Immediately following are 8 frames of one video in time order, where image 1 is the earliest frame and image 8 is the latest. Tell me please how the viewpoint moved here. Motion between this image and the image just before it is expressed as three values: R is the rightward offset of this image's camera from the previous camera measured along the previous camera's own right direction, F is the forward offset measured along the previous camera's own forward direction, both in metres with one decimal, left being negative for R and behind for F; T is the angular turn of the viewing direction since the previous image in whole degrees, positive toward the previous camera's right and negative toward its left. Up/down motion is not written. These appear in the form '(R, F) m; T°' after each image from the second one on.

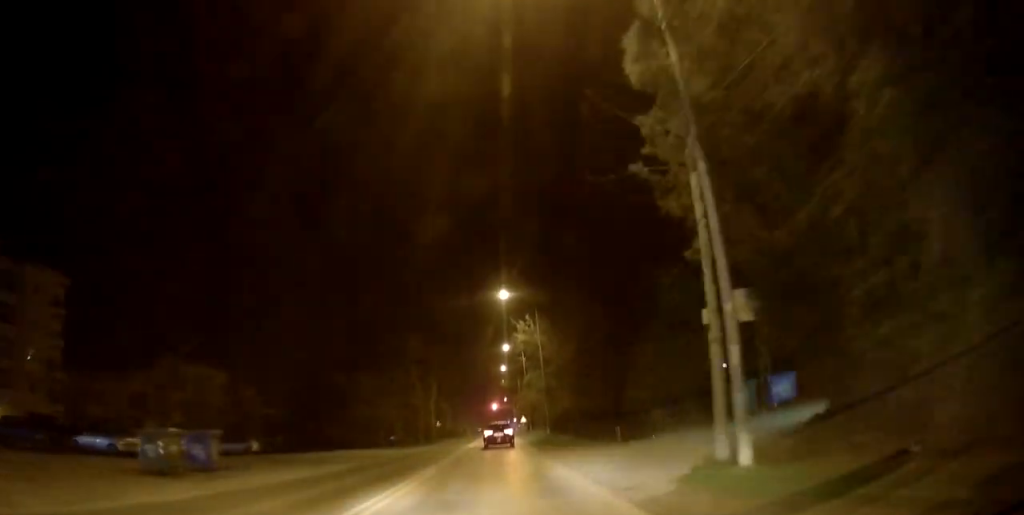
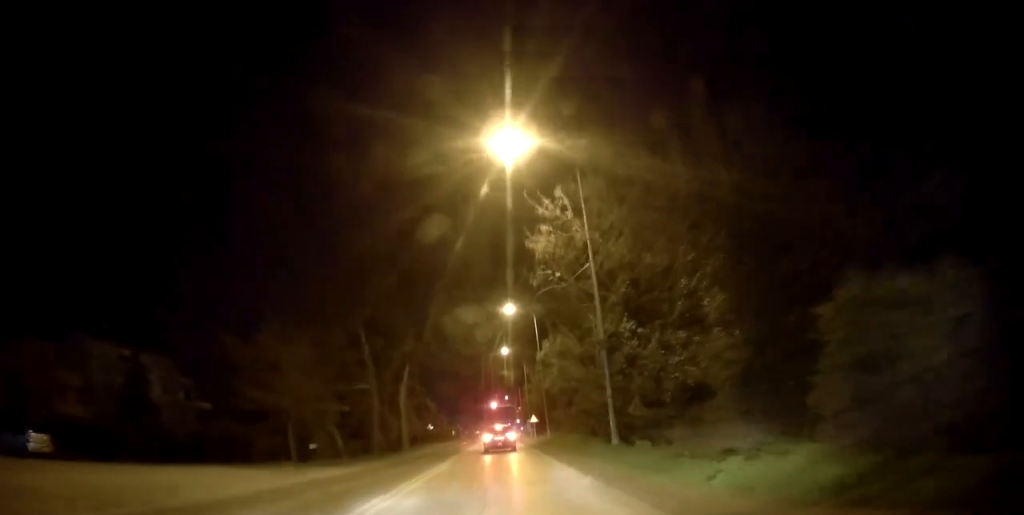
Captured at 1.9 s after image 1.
(+0.8, +22.0) m; 0°
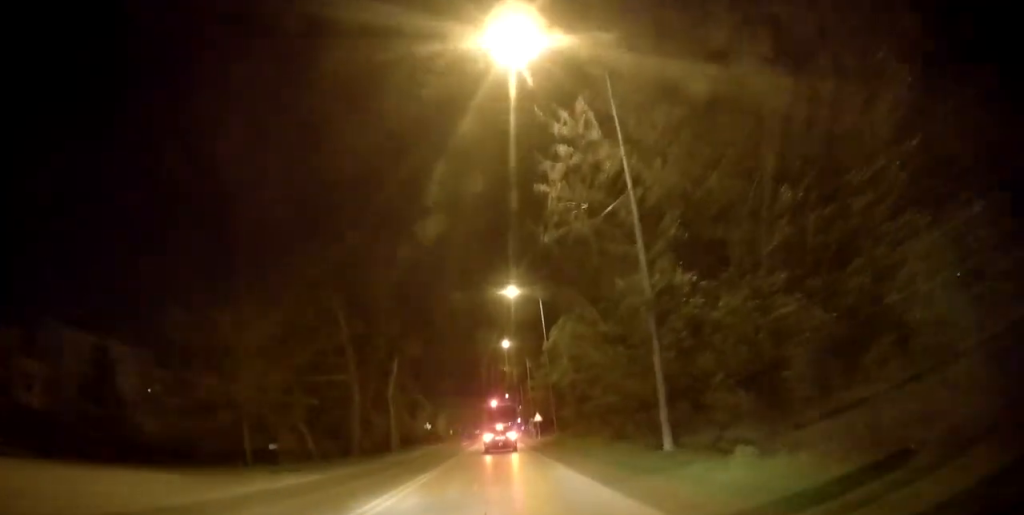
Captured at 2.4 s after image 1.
(-0.1, +5.5) m; -1°
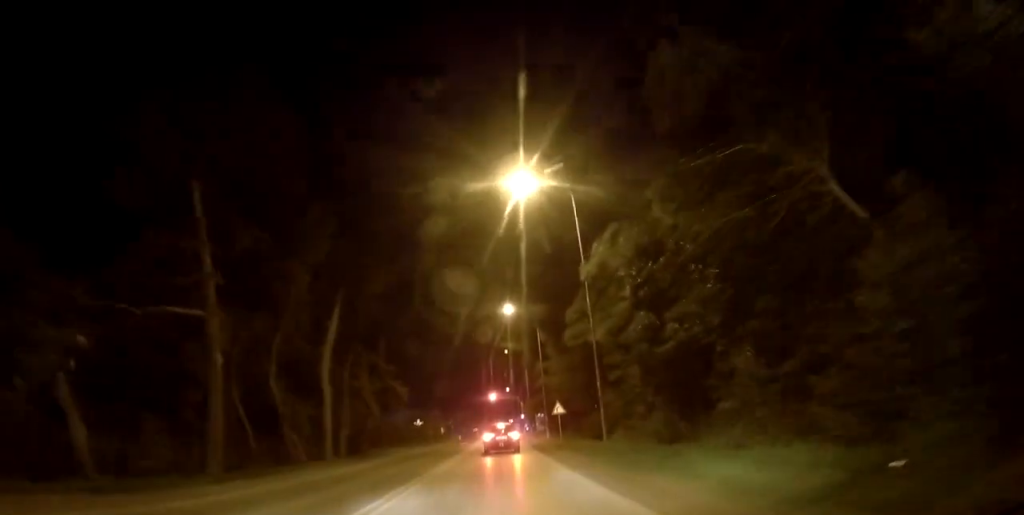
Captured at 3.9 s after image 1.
(-0.1, +16.6) m; -1°
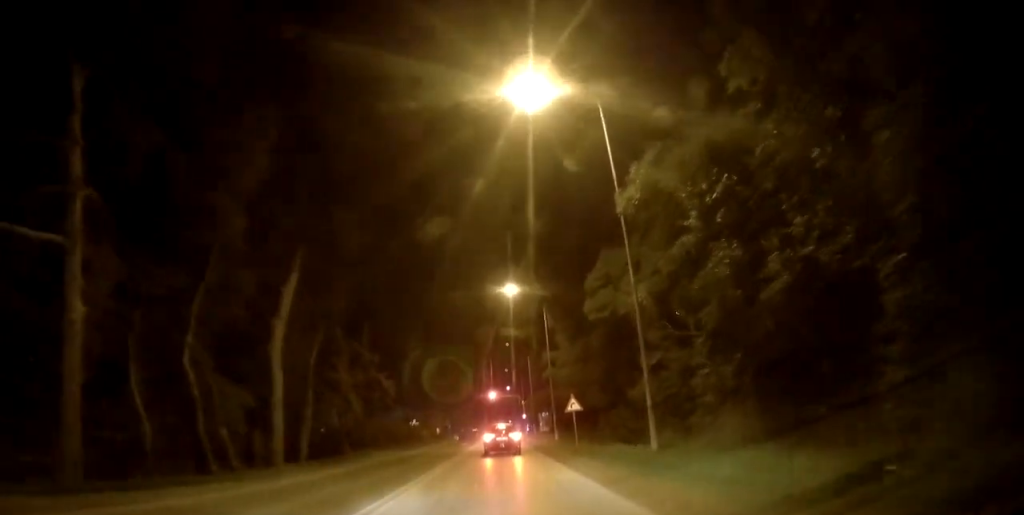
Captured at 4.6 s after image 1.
(0.0, +6.4) m; -1°
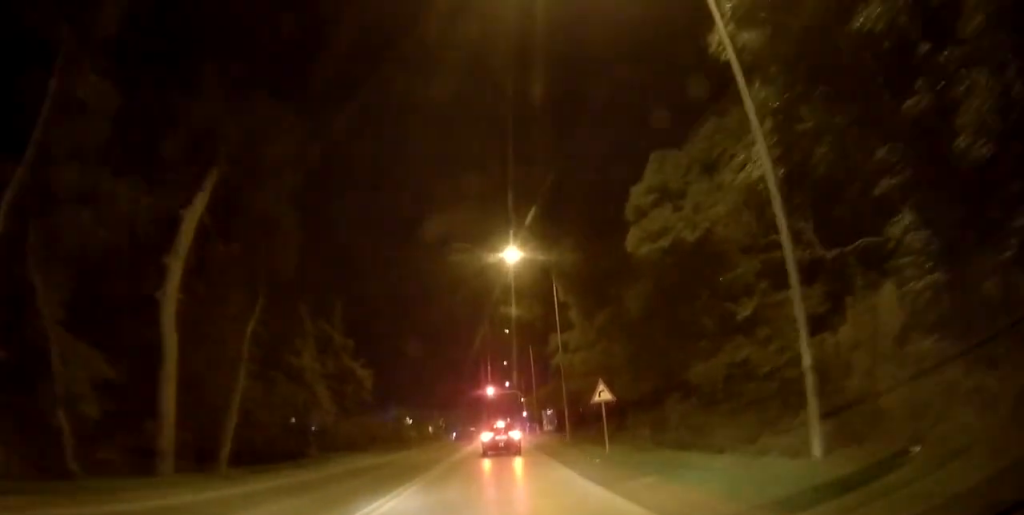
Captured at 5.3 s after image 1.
(0.0, +7.5) m; -1°
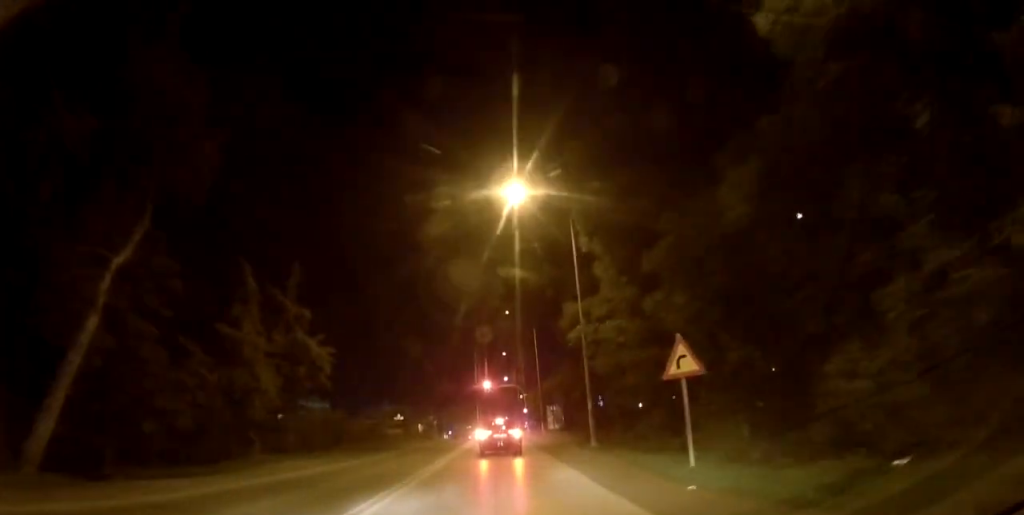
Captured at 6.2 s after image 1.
(-0.1, +8.1) m; +2°
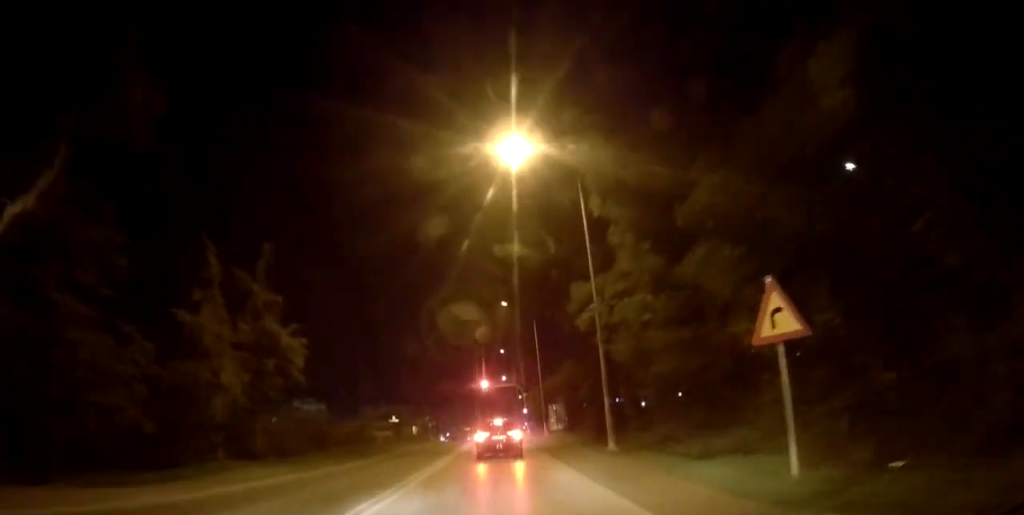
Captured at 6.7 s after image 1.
(+0.1, +3.6) m; +1°
